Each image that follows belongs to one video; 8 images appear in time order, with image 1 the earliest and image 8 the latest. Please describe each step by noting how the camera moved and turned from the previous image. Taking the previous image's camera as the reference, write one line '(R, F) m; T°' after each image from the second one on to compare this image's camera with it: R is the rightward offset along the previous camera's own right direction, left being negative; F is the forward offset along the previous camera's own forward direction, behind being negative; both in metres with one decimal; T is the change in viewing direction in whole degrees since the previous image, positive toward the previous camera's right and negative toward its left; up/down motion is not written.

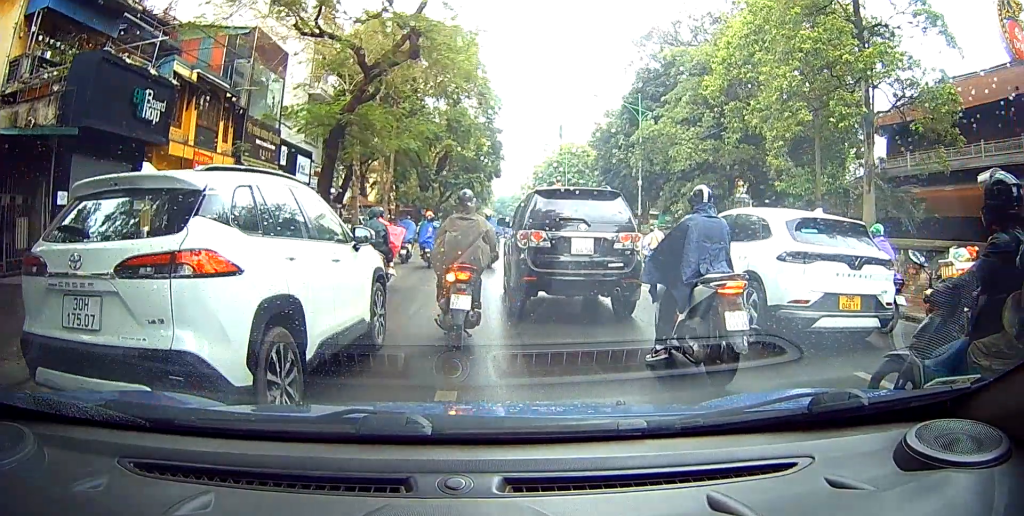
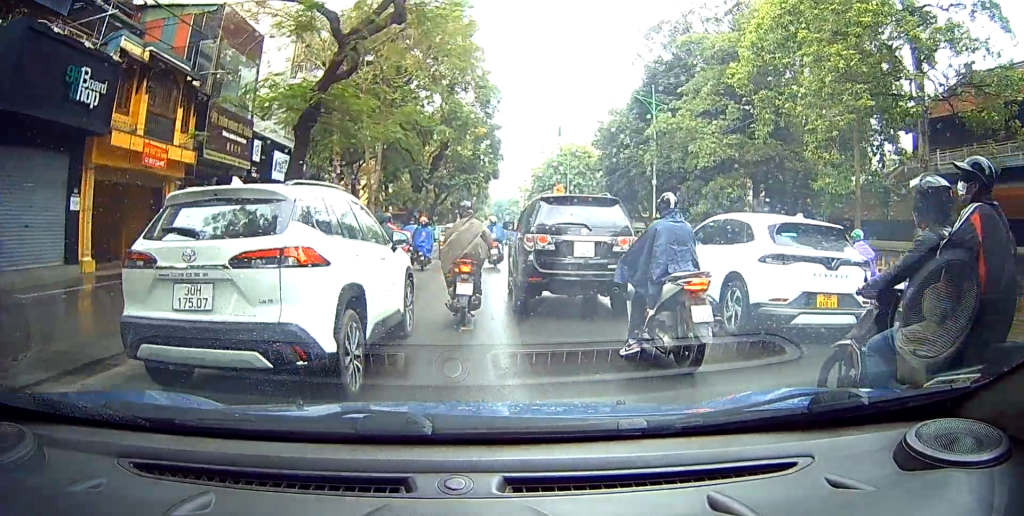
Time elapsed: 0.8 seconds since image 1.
(0.0, +2.7) m; +1°
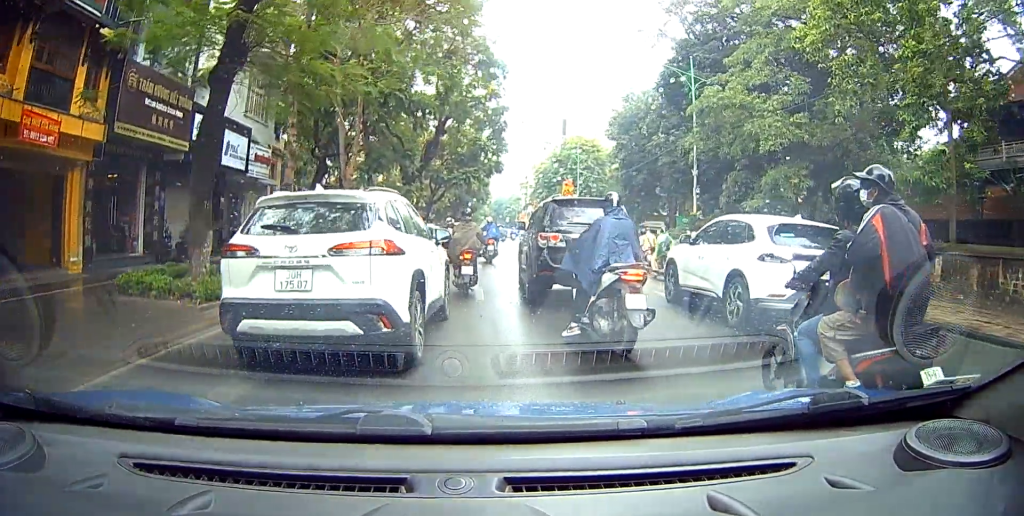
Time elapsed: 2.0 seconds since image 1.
(+0.1, +5.1) m; +1°
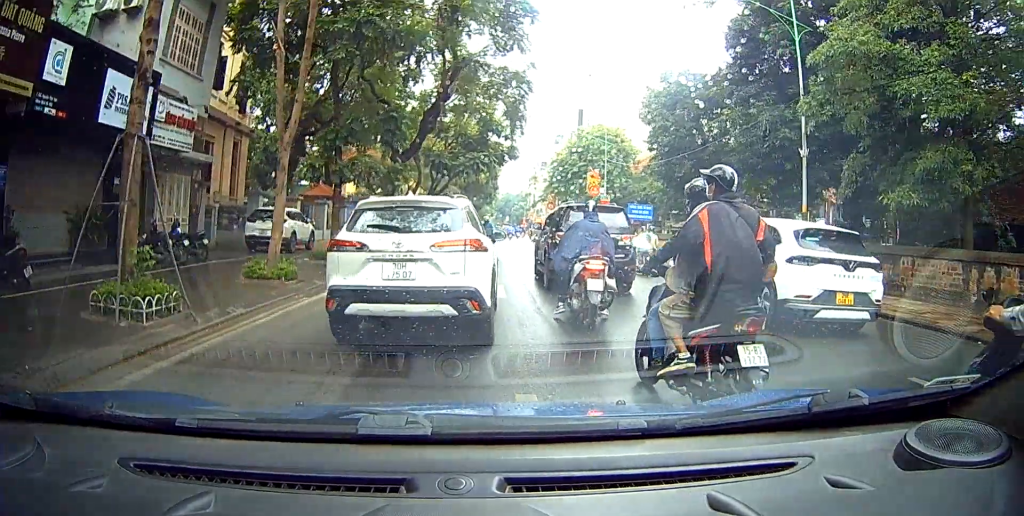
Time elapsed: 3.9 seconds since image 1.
(0.0, +8.7) m; 0°
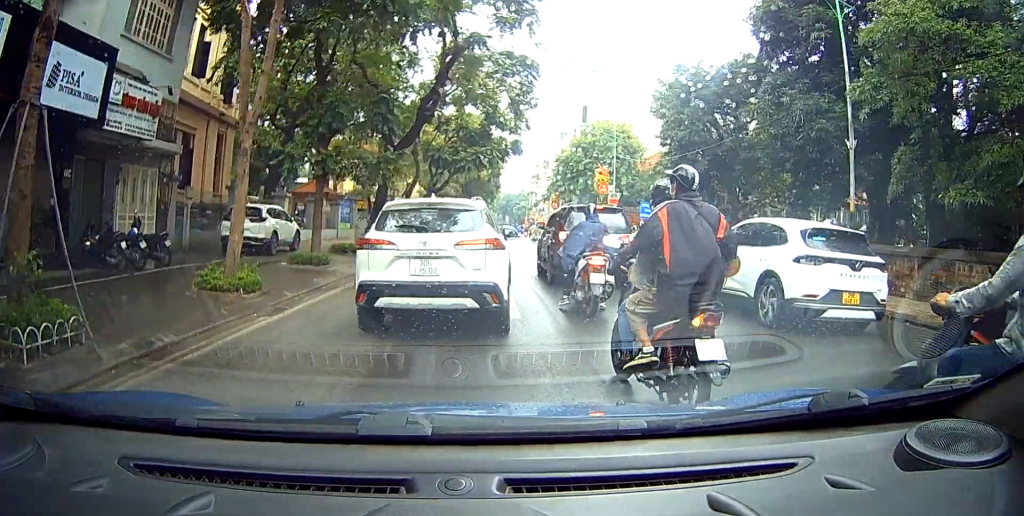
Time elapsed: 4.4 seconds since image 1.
(0.0, +2.5) m; 0°
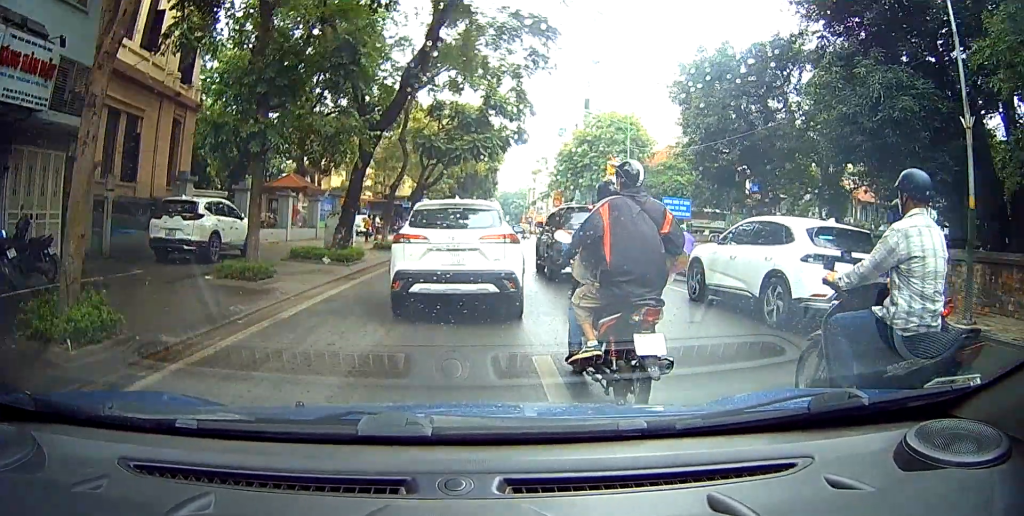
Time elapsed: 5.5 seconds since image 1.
(0.0, +4.5) m; 0°
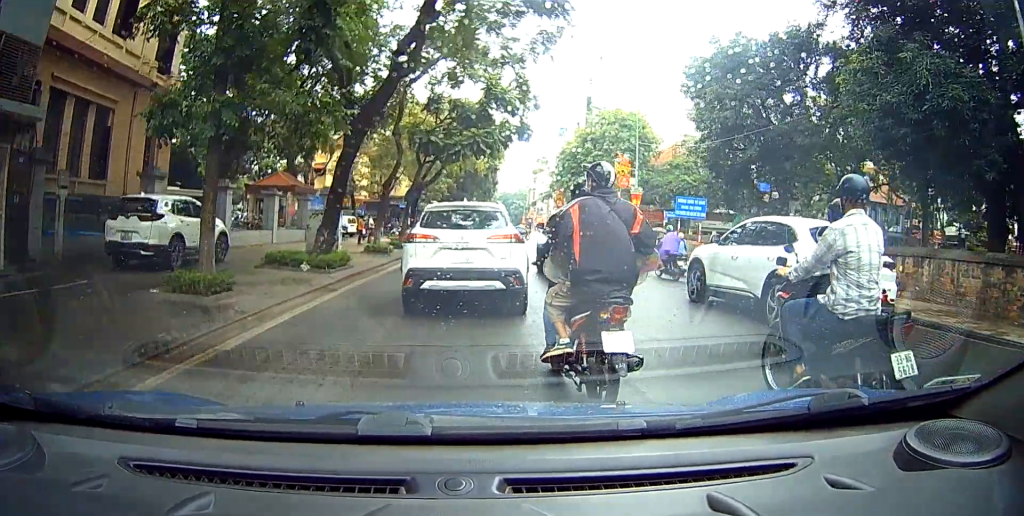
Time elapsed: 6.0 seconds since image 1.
(0.0, +2.3) m; 0°
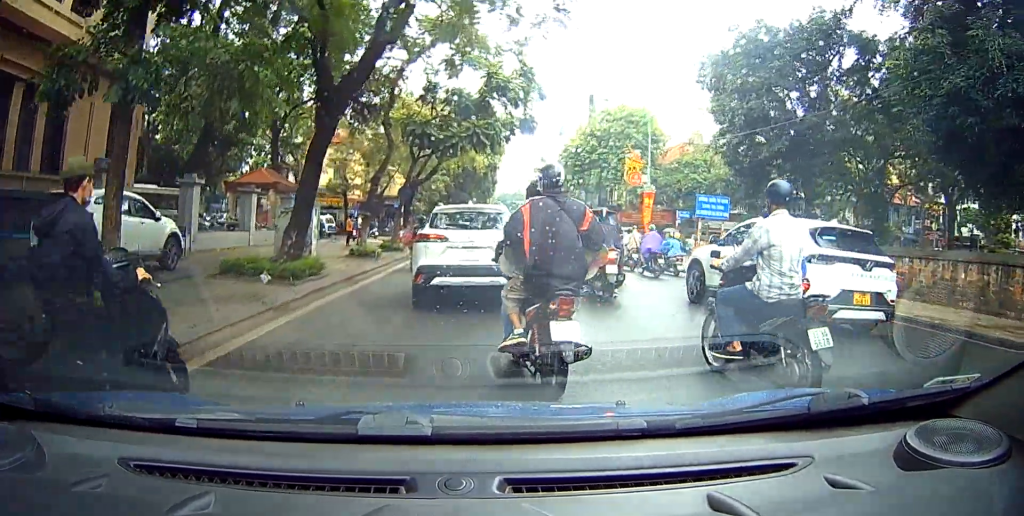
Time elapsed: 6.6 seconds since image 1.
(0.0, +2.8) m; 0°
